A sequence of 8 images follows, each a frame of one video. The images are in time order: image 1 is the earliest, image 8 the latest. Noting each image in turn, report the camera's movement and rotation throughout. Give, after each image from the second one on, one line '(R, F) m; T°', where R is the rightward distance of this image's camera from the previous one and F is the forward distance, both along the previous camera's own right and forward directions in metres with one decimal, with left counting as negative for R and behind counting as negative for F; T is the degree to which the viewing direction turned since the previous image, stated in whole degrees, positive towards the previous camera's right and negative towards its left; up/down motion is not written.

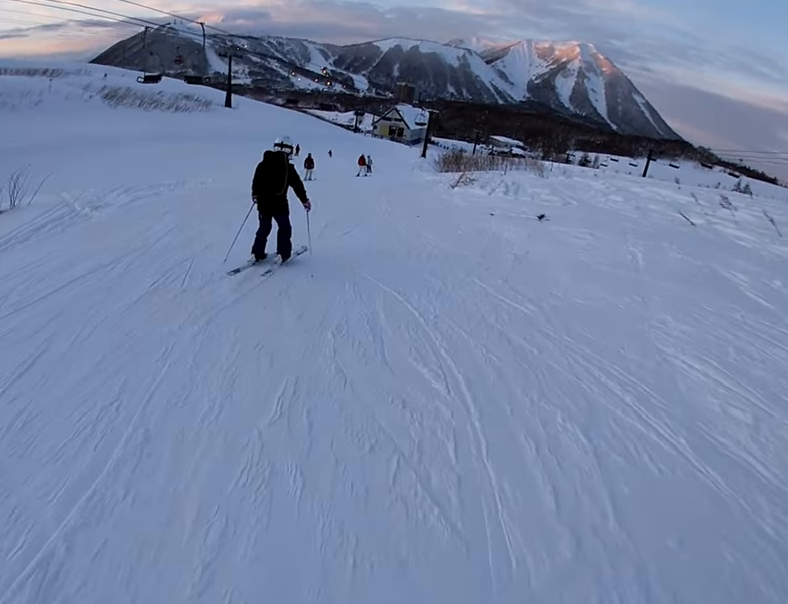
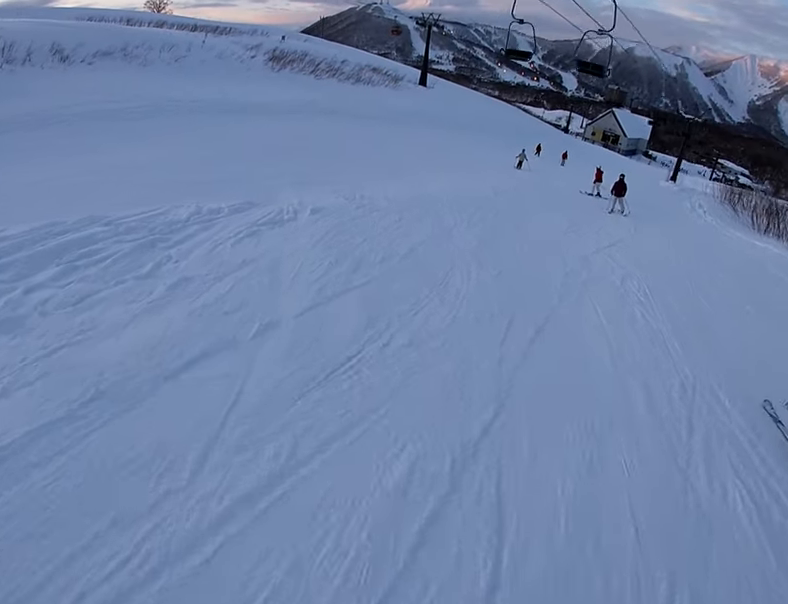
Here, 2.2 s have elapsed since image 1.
(-3.2, +20.3) m; -9°
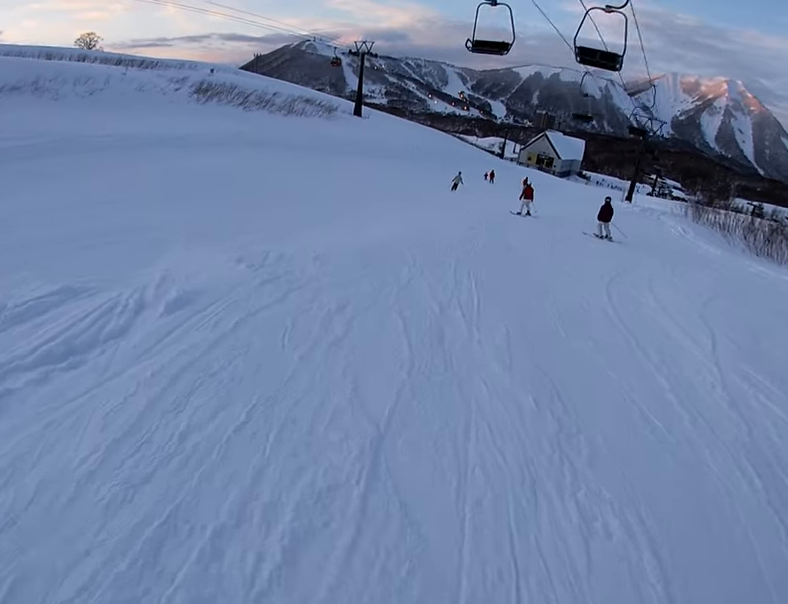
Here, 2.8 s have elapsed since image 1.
(0.0, +6.0) m; 0°
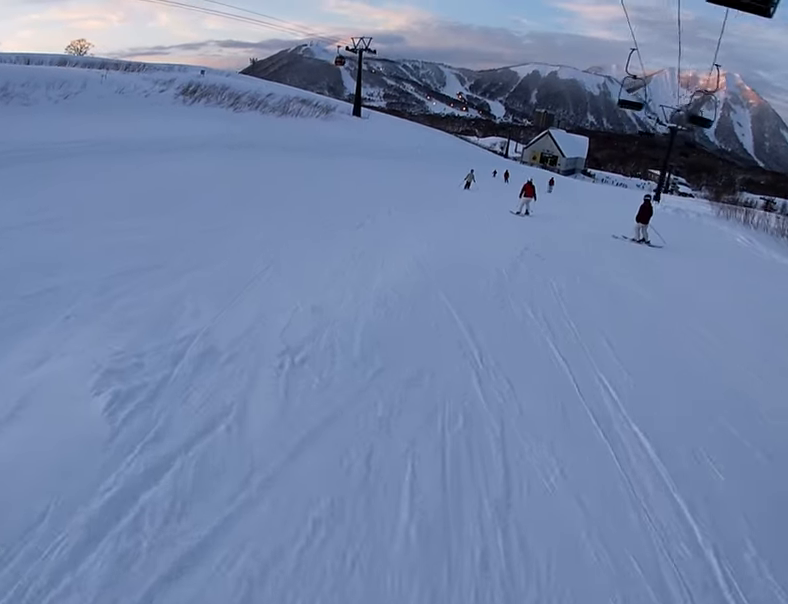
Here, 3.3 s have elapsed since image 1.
(0.0, +5.2) m; -3°
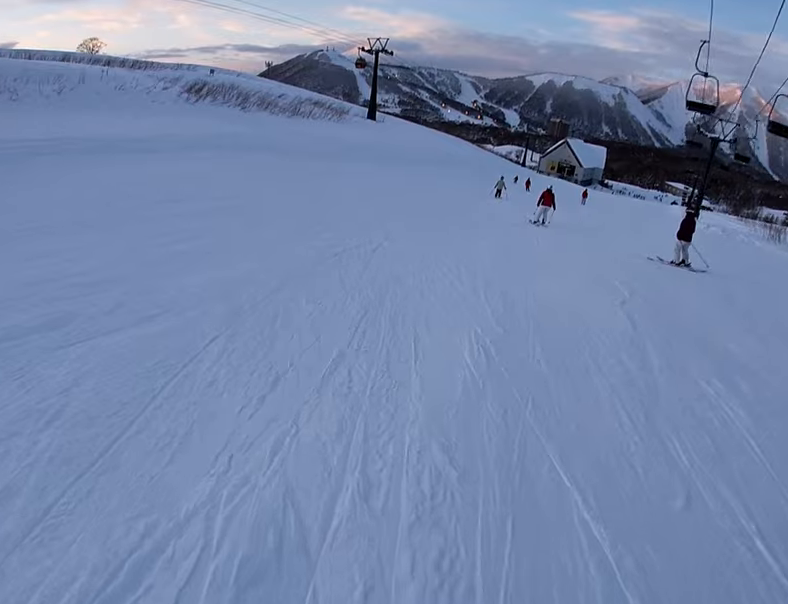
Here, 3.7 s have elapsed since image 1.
(+0.2, +4.2) m; -2°
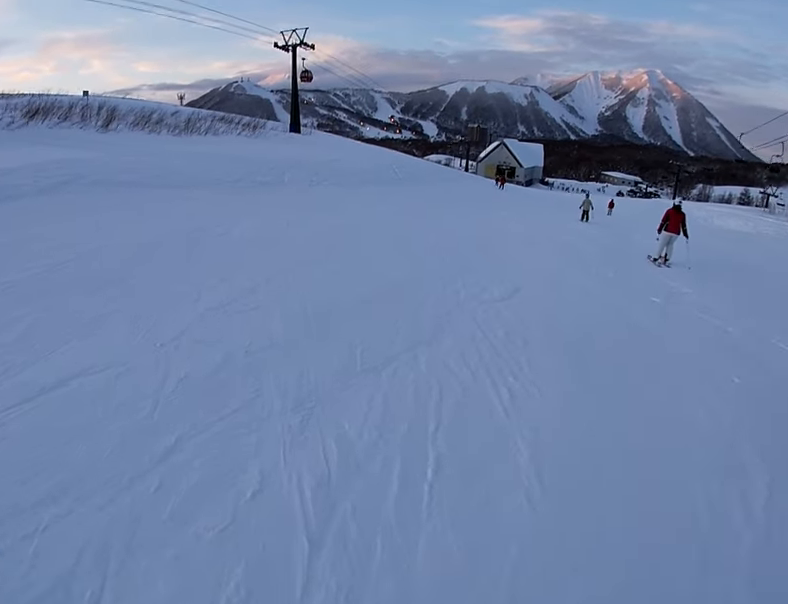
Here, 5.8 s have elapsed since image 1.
(-0.1, +21.4) m; +5°
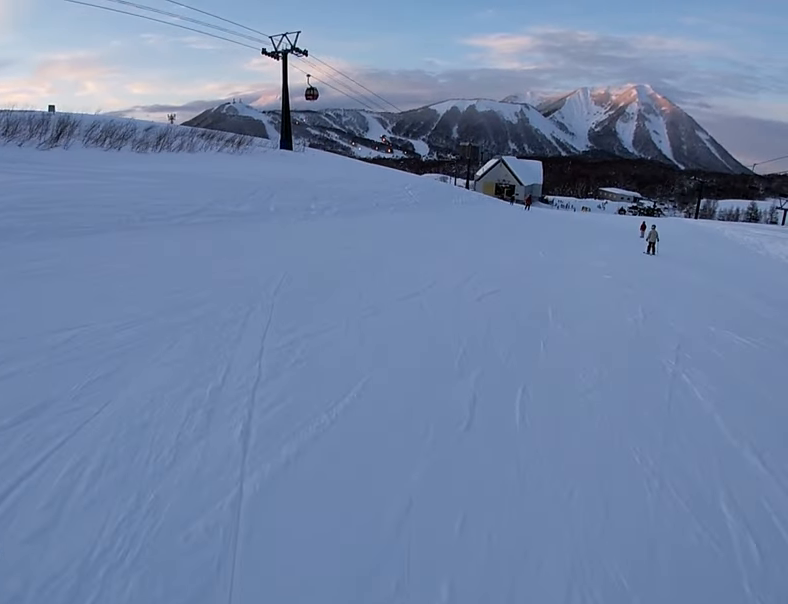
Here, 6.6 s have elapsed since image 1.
(0.0, +9.0) m; 0°
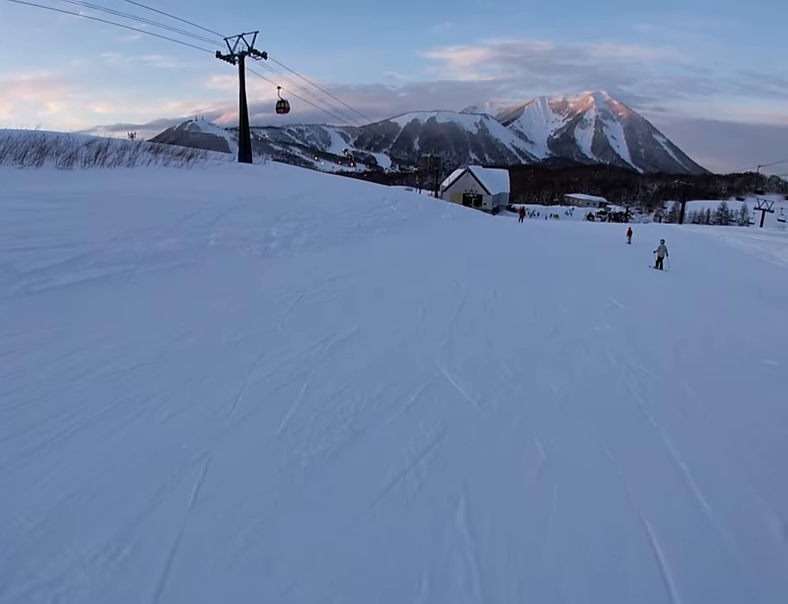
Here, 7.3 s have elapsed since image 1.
(+0.1, +6.7) m; +3°
